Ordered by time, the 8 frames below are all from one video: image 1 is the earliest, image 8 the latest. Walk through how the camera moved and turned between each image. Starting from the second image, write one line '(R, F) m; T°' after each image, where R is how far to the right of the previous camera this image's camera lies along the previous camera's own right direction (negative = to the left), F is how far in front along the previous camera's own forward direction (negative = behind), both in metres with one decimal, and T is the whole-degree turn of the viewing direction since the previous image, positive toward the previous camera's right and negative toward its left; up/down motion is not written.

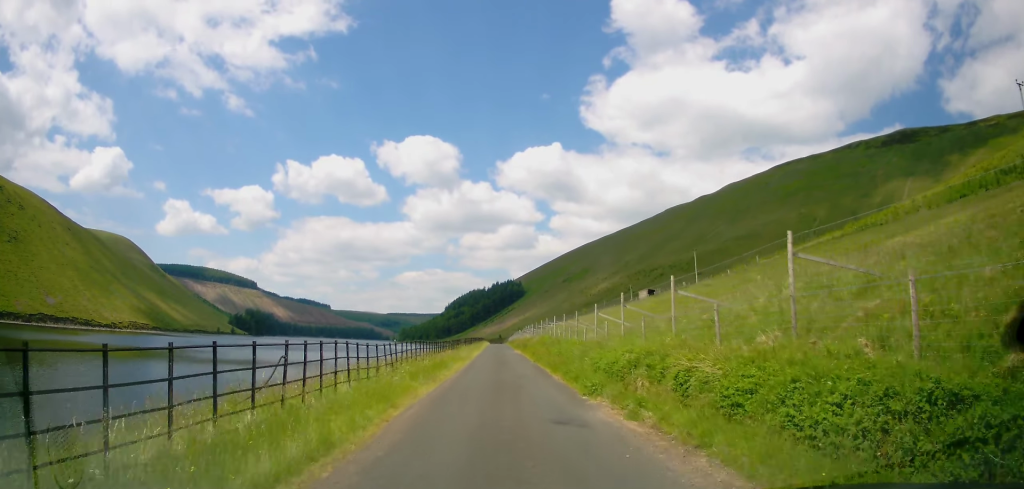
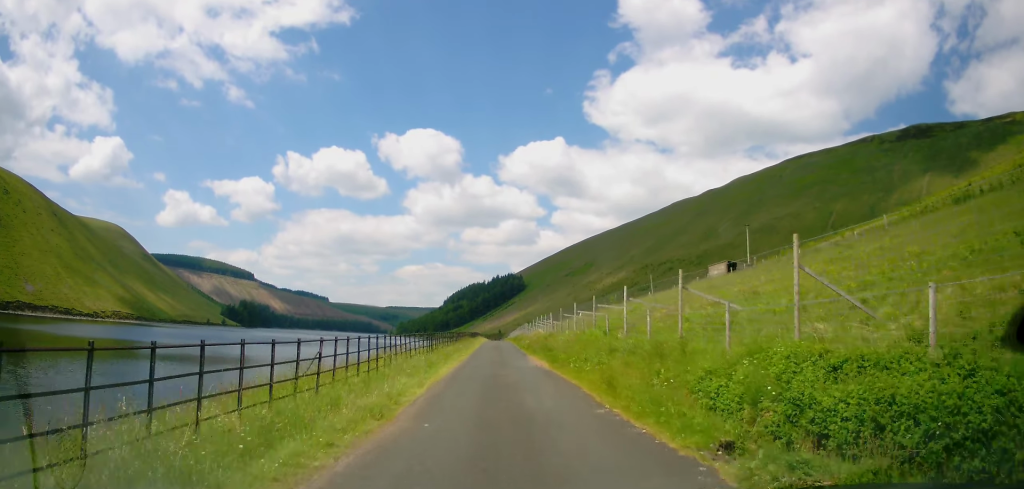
(-0.3, +26.1) m; -1°
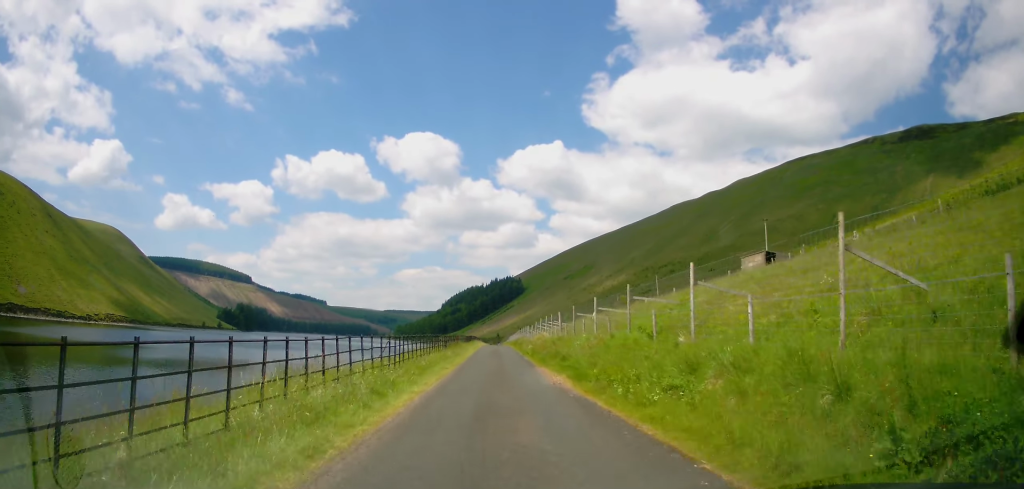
(-0.1, +7.7) m; 0°
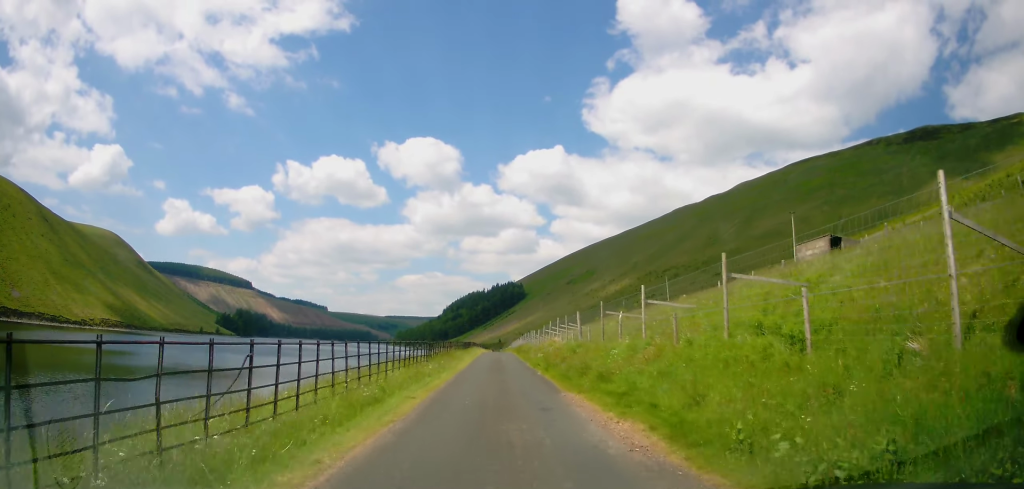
(+0.2, +8.7) m; 0°
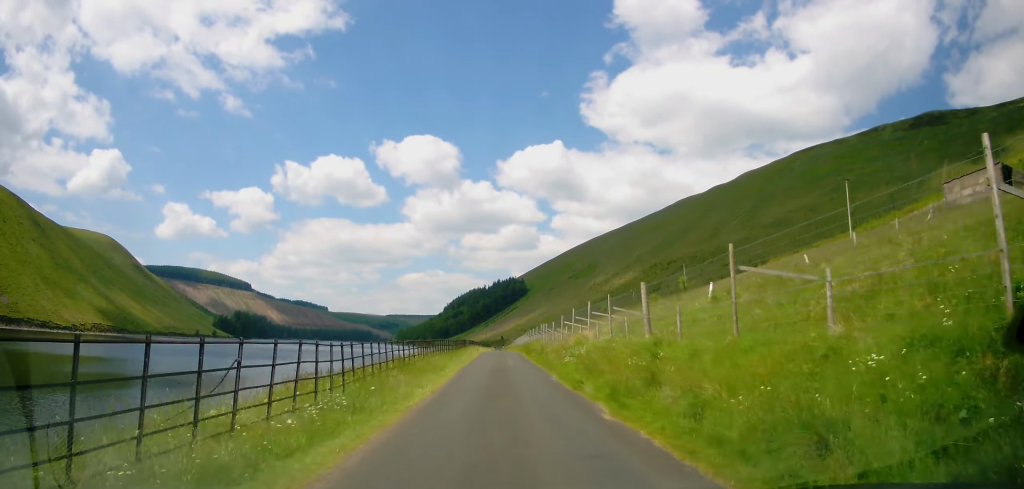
(0.0, +14.2) m; -1°
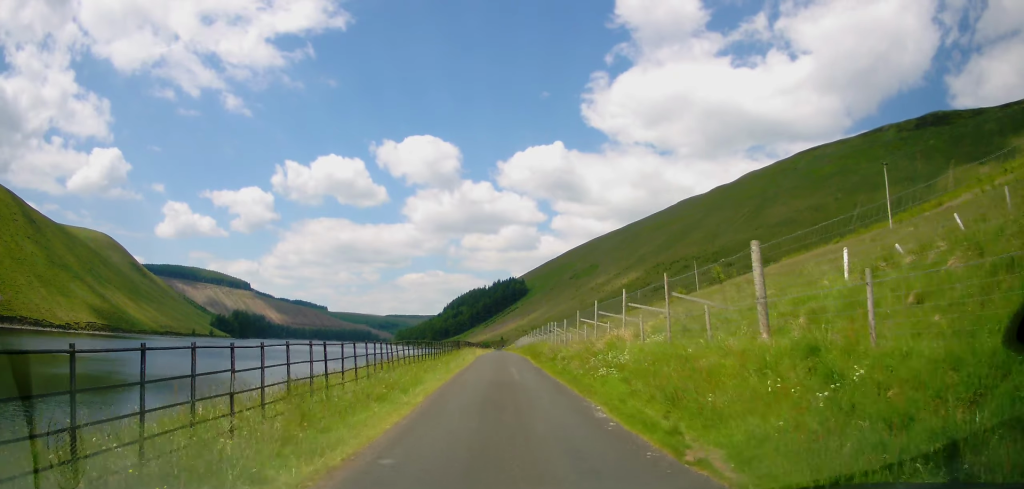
(-0.1, +8.2) m; -1°
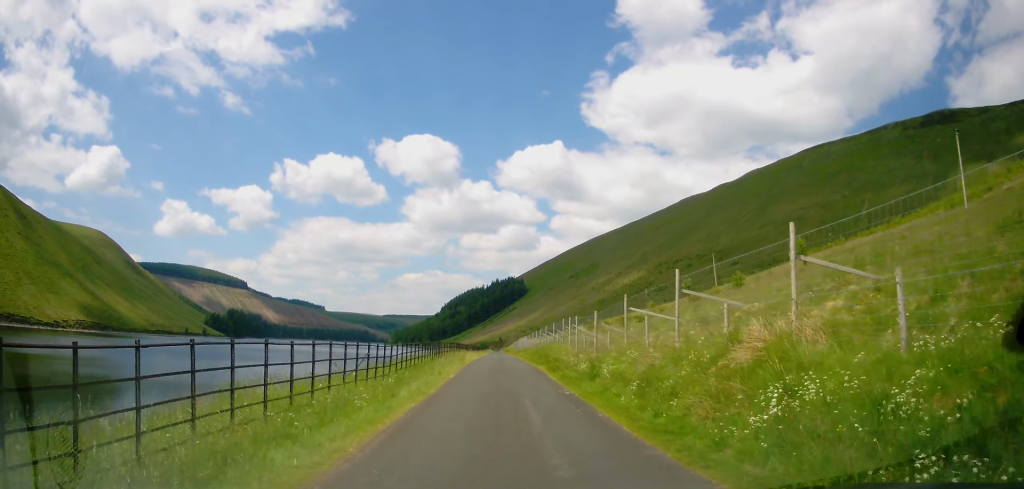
(-0.1, +12.7) m; +1°
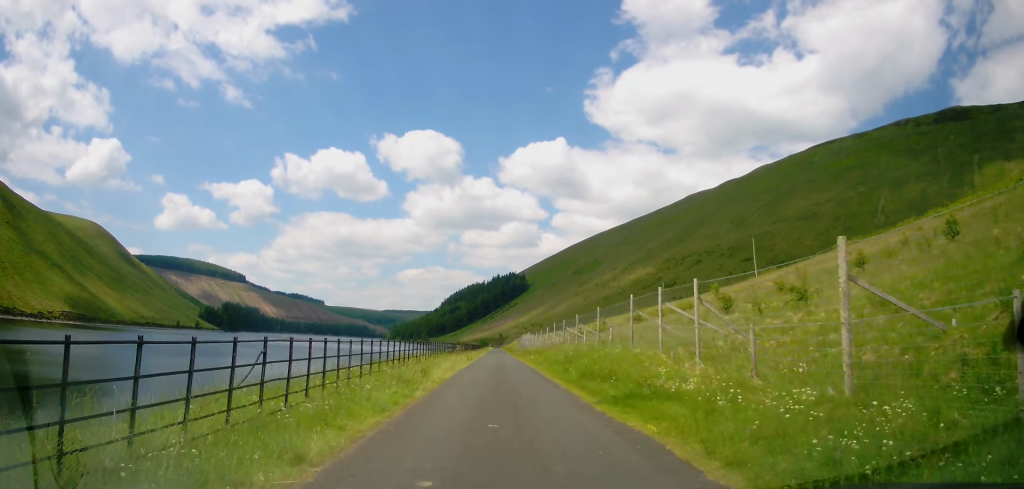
(+0.3, +18.9) m; +2°
